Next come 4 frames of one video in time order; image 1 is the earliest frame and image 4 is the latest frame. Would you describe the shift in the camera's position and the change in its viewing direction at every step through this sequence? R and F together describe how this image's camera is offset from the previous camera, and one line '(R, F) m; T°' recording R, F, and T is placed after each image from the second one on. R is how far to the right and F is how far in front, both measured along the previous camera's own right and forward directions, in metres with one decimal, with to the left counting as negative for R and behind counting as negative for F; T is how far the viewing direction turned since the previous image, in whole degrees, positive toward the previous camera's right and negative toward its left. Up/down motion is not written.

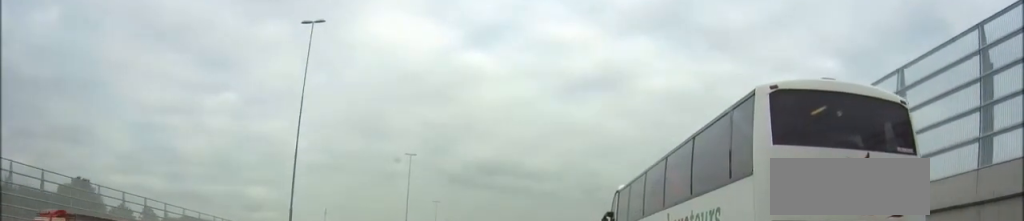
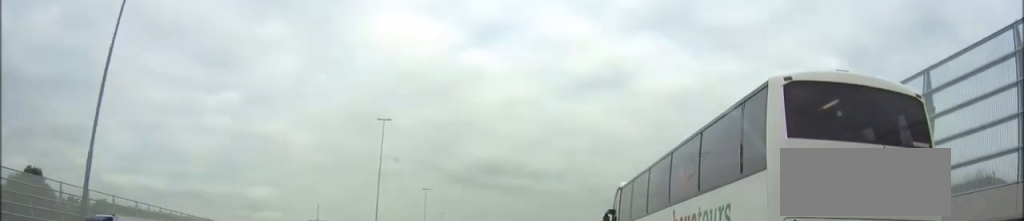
(+0.8, +24.7) m; +1°
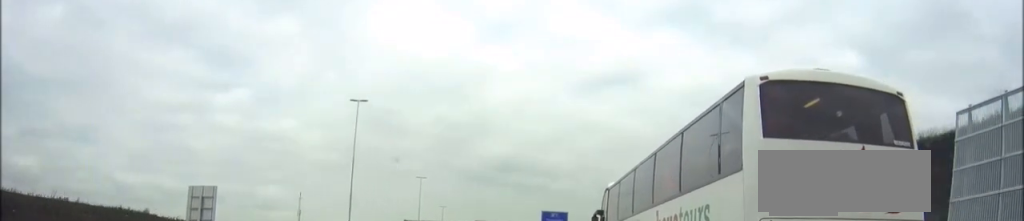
(-2.1, +82.0) m; -4°
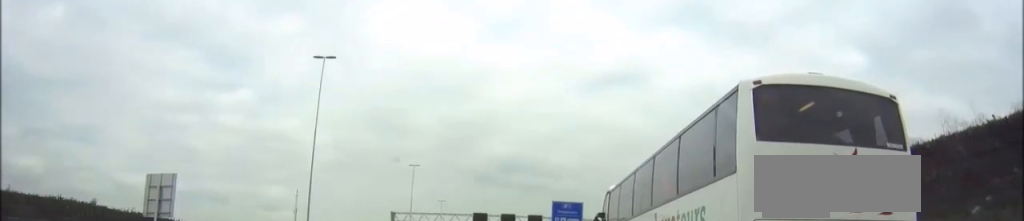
(-0.2, +16.0) m; -1°
